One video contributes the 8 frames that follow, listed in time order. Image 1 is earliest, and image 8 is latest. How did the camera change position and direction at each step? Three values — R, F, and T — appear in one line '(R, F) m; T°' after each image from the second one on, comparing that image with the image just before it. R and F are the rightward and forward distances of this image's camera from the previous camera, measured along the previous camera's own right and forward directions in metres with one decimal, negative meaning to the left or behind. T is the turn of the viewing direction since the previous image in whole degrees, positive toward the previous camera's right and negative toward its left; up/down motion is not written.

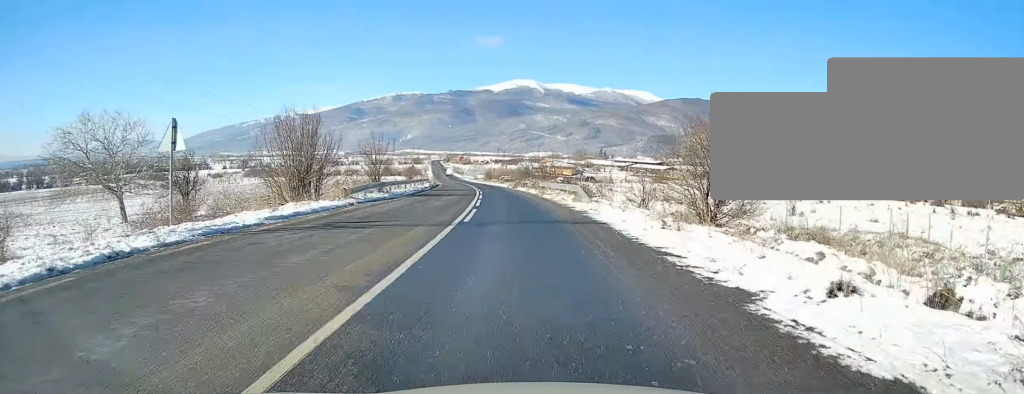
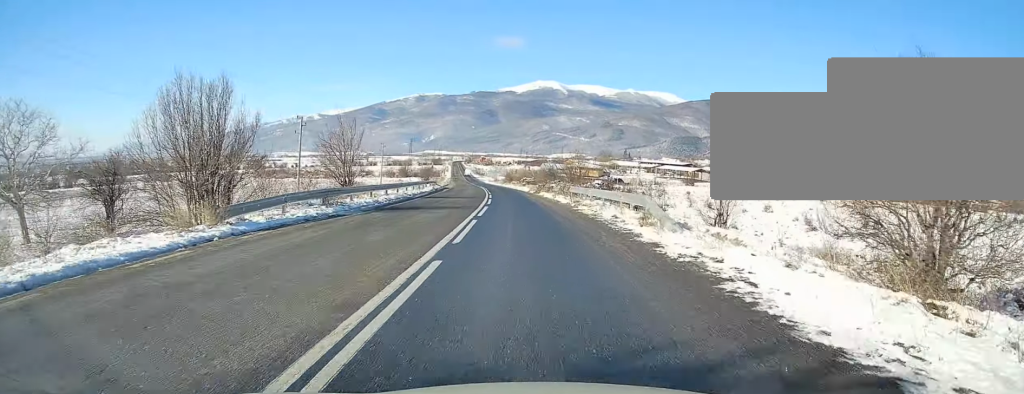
(0.0, +13.1) m; -1°
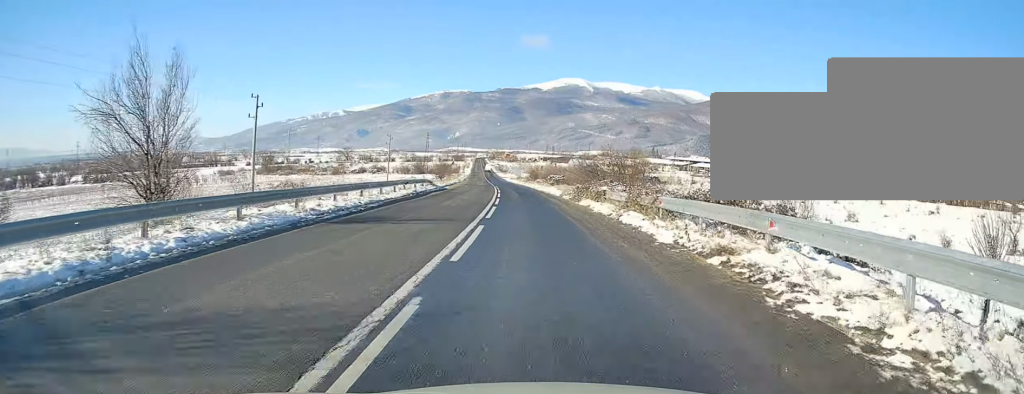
(-0.4, +20.3) m; -2°
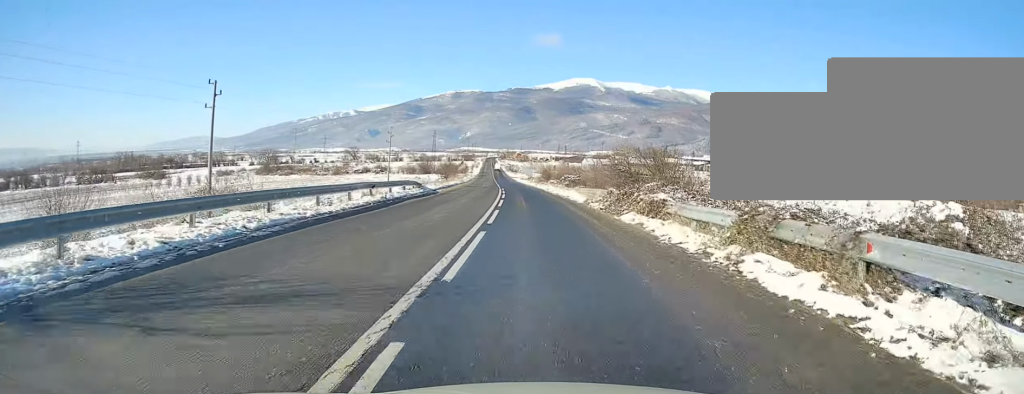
(-0.1, +10.6) m; -1°
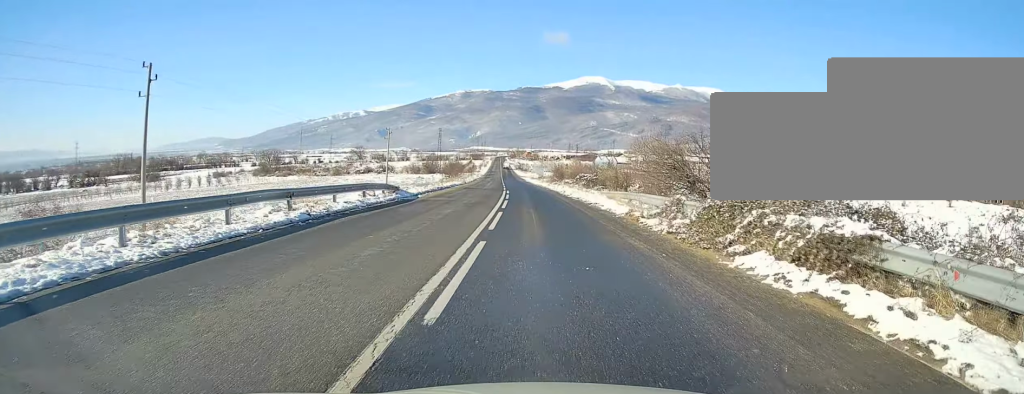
(-0.2, +10.8) m; -1°
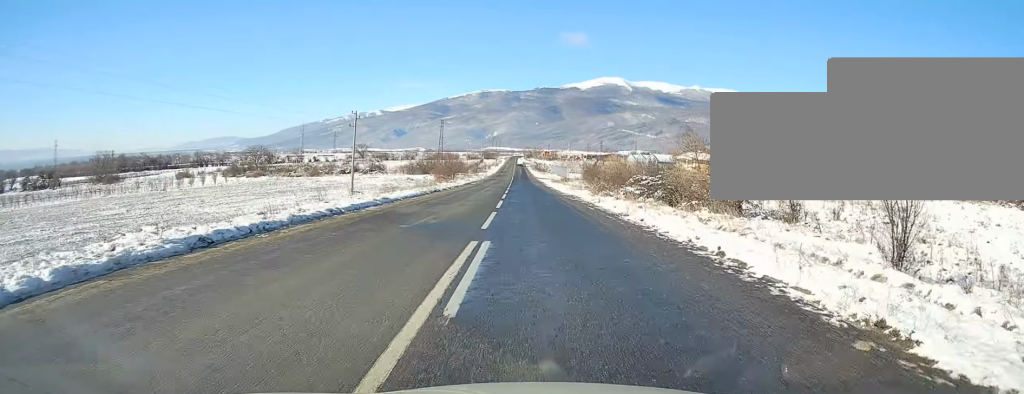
(-0.4, +34.3) m; -1°
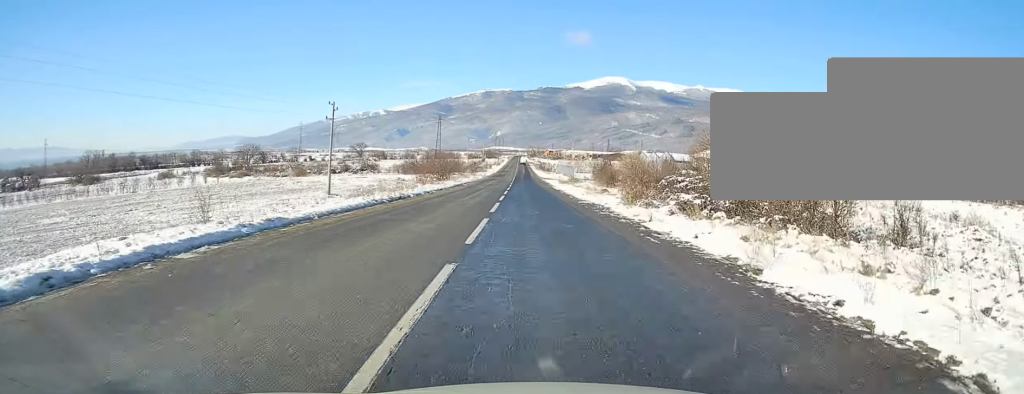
(+0.1, +11.9) m; -1°
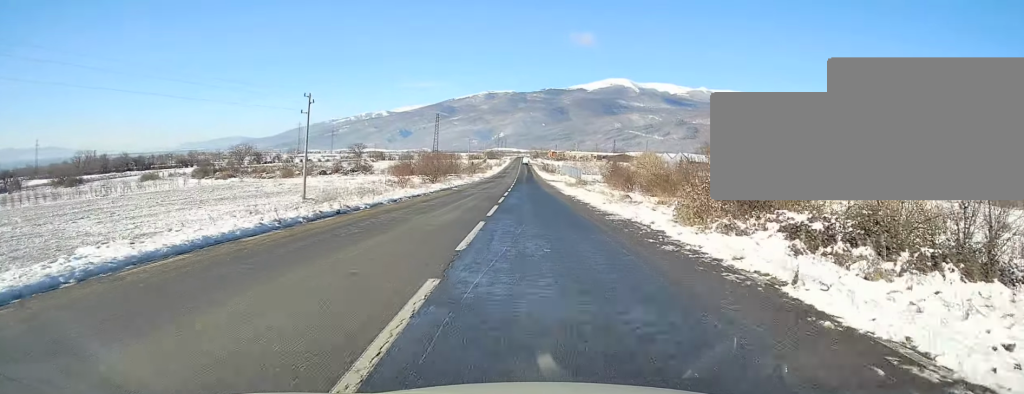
(0.0, +9.7) m; 0°
